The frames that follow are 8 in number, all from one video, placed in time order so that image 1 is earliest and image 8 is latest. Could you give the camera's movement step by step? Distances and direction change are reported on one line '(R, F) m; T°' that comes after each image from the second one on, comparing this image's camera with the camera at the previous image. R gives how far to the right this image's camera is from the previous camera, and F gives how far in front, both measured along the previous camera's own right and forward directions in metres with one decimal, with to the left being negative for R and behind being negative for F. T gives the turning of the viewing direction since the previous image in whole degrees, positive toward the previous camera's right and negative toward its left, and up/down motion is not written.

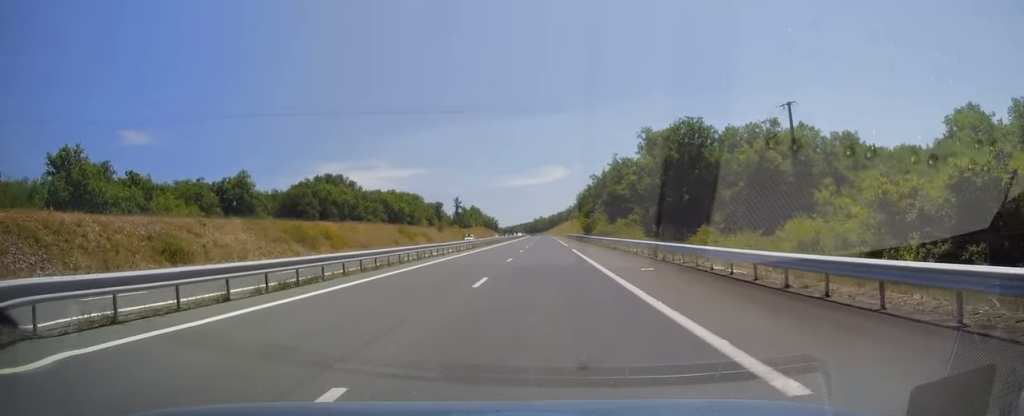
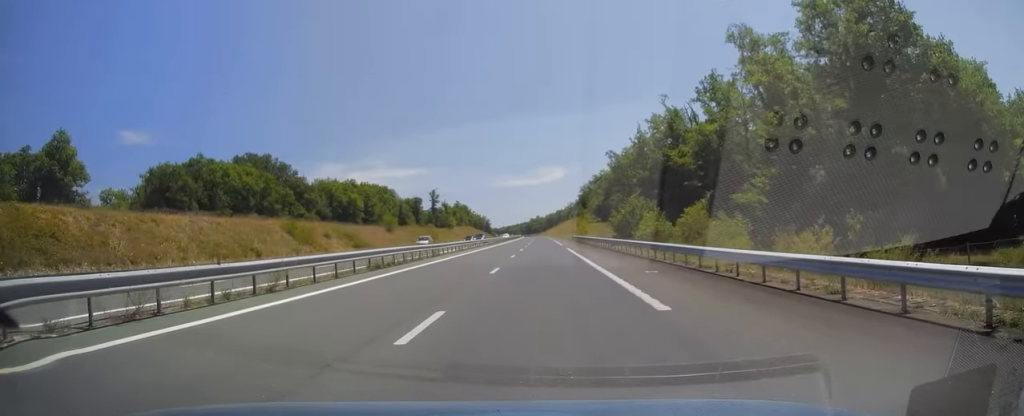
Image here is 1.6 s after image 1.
(-0.4, +46.6) m; 0°
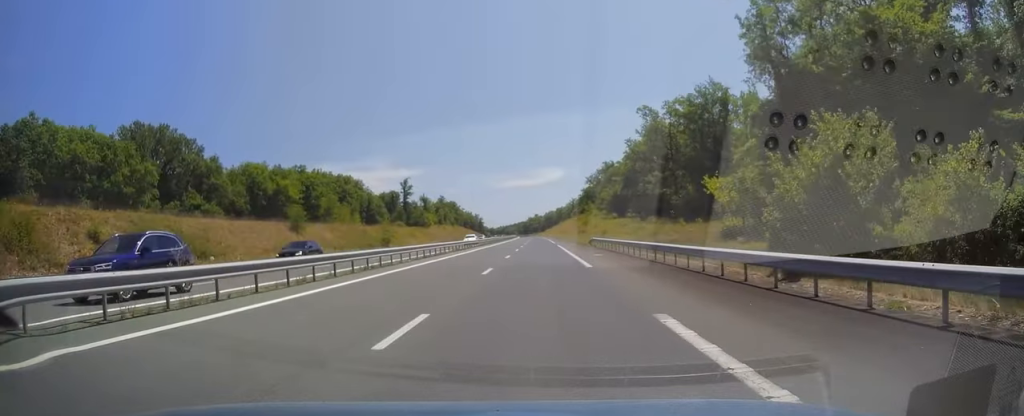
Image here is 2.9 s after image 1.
(+0.5, +39.2) m; +1°
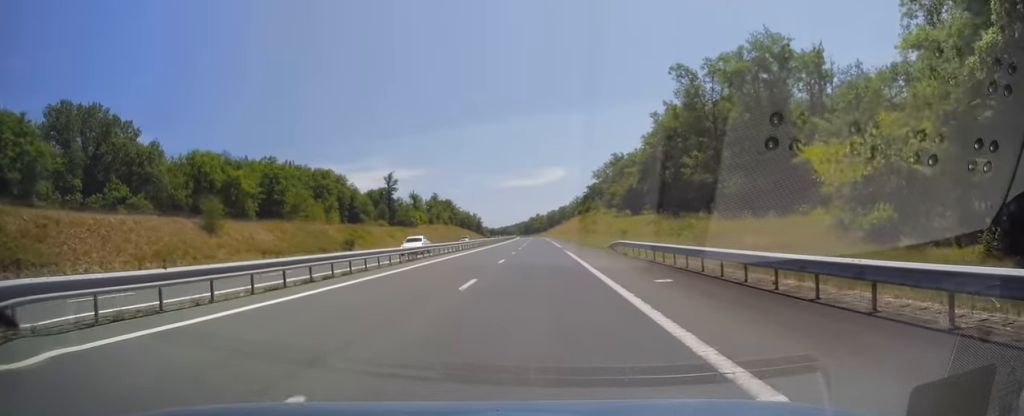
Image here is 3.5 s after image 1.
(0.0, +18.2) m; 0°
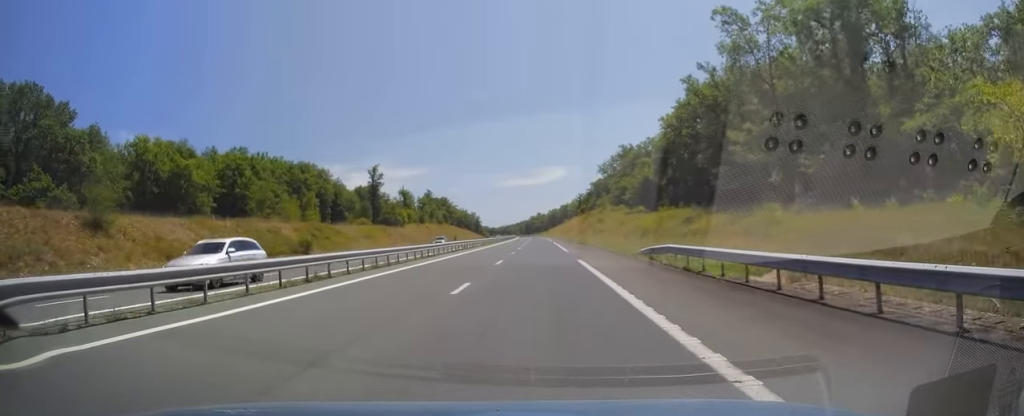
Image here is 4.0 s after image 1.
(0.0, +14.2) m; 0°
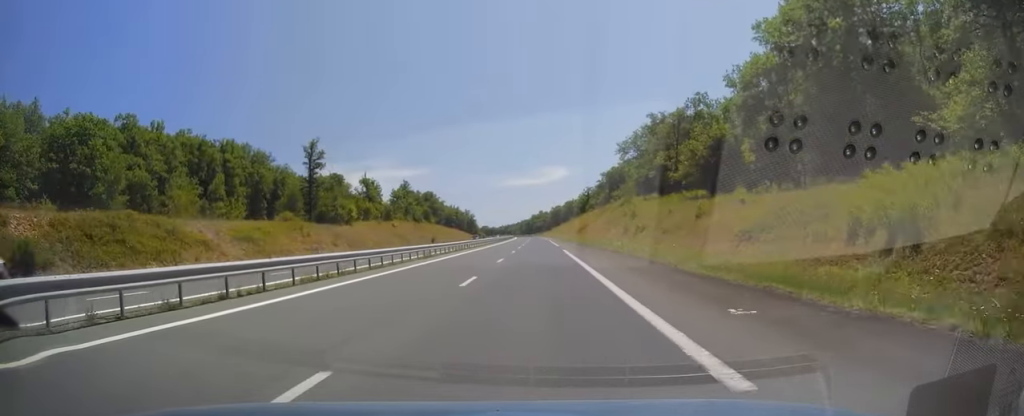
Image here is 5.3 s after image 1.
(-0.1, +36.9) m; 0°
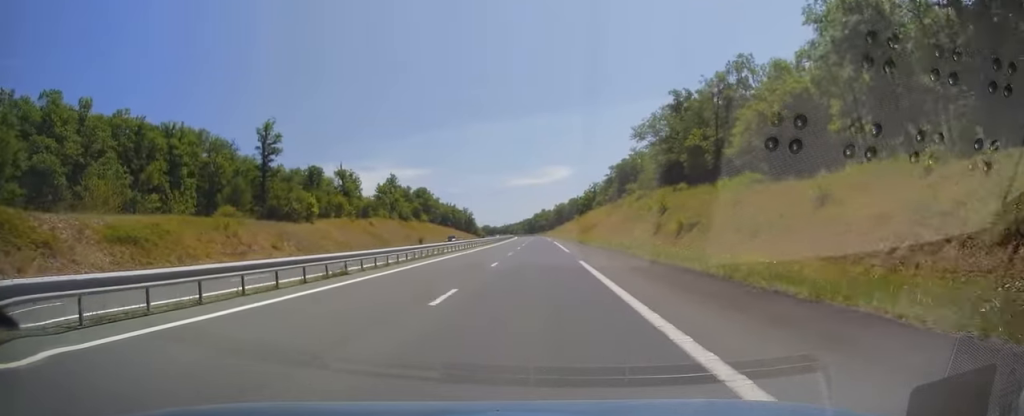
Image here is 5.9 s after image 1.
(0.0, +17.2) m; 0°
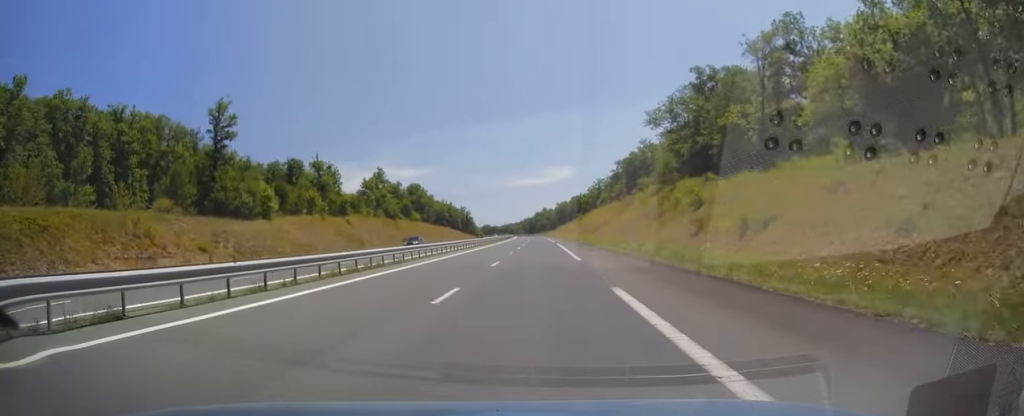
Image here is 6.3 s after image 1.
(+0.1, +12.8) m; 0°
